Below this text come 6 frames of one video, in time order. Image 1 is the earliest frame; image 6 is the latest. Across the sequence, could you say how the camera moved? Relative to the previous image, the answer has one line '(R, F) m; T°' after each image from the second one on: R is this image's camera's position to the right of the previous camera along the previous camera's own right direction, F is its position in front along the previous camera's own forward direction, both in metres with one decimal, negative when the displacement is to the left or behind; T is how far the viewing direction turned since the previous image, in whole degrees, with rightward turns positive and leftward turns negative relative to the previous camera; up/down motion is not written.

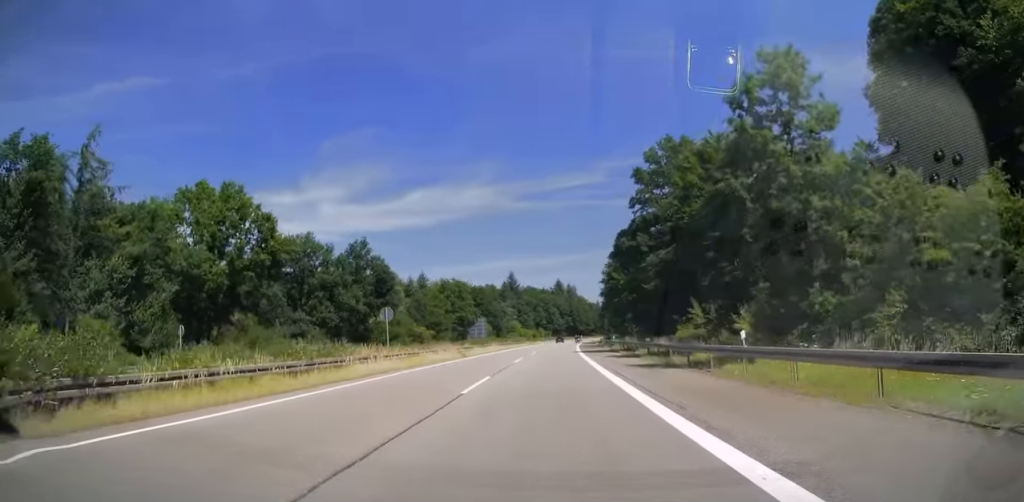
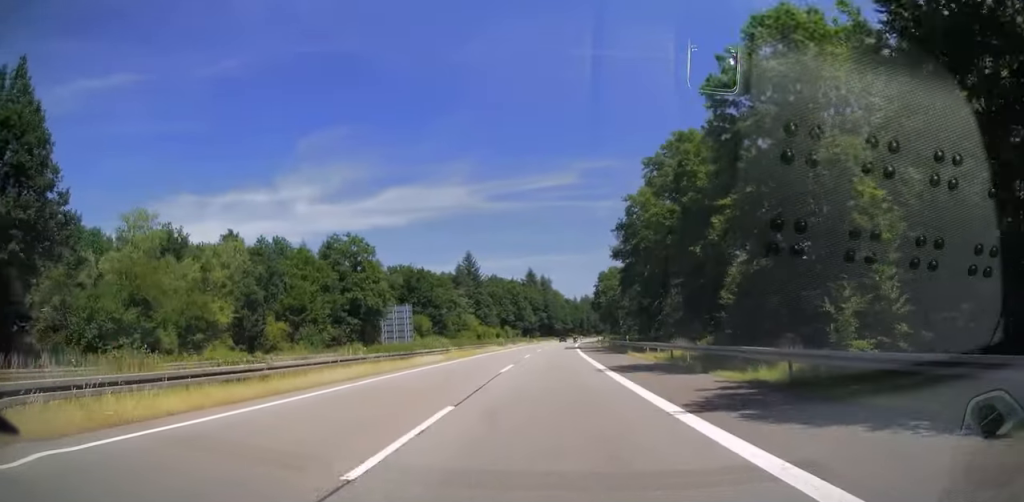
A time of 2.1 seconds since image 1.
(+1.2, +63.0) m; +2°
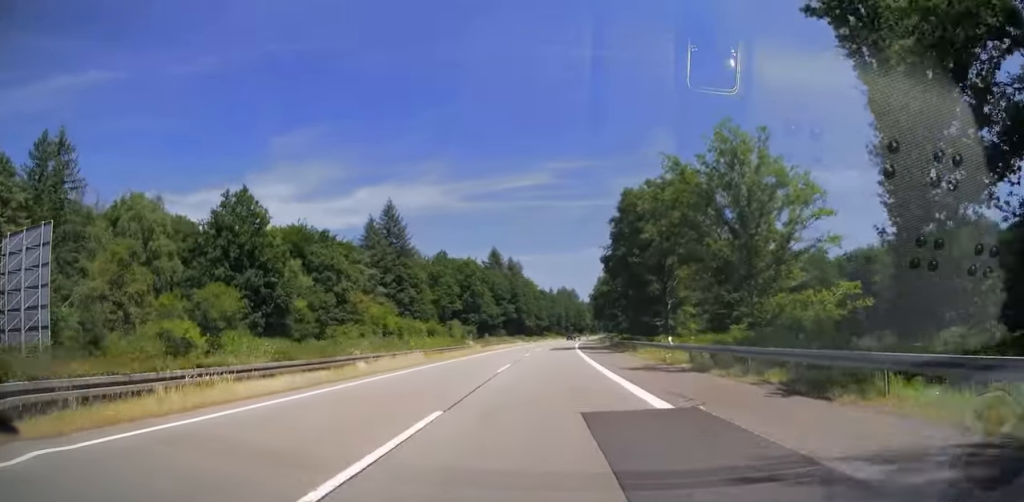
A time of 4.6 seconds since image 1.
(+2.5, +72.8) m; +3°
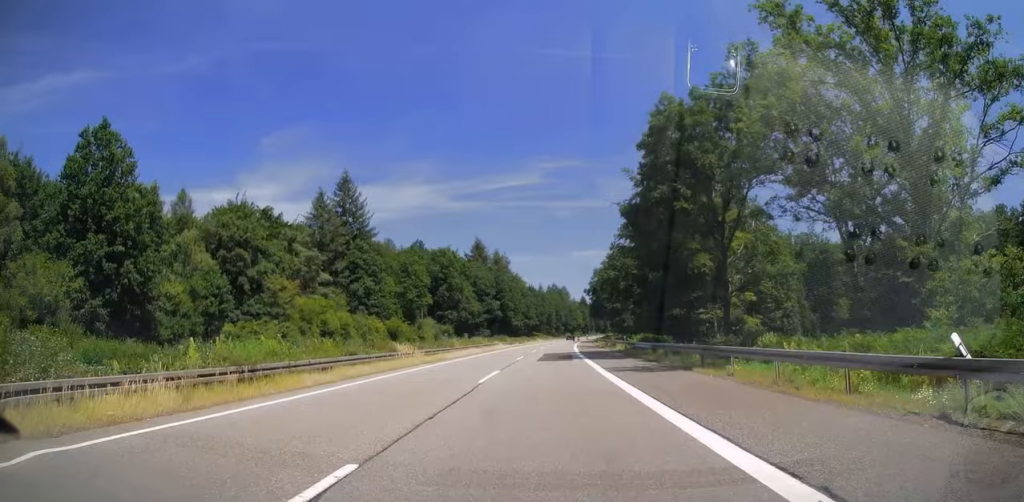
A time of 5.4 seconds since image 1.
(-0.2, +22.7) m; +1°
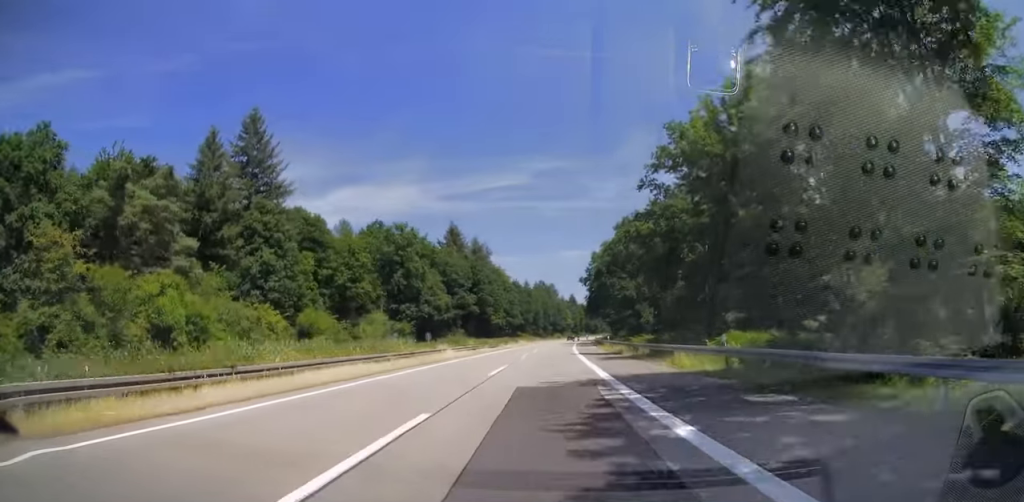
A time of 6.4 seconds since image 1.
(+0.7, +31.6) m; +1°
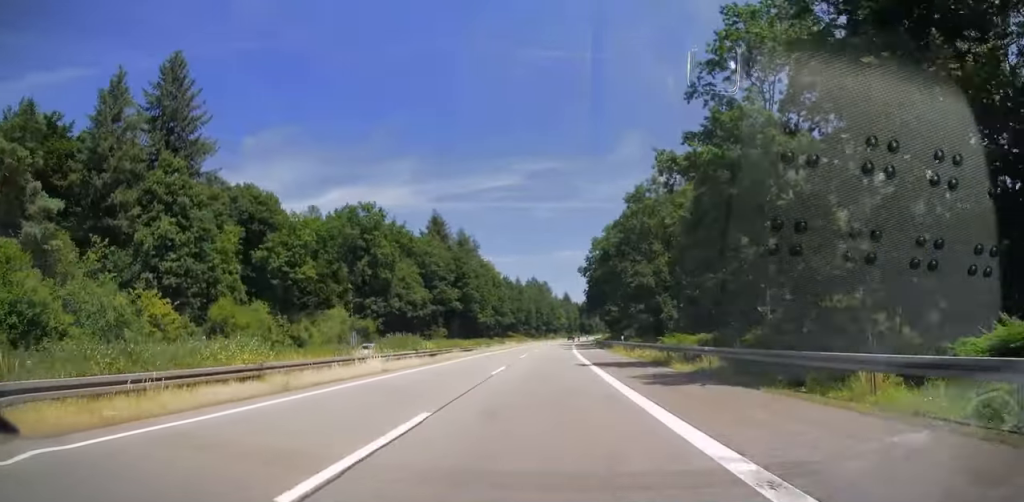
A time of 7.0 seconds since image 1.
(0.0, +17.8) m; +1°
